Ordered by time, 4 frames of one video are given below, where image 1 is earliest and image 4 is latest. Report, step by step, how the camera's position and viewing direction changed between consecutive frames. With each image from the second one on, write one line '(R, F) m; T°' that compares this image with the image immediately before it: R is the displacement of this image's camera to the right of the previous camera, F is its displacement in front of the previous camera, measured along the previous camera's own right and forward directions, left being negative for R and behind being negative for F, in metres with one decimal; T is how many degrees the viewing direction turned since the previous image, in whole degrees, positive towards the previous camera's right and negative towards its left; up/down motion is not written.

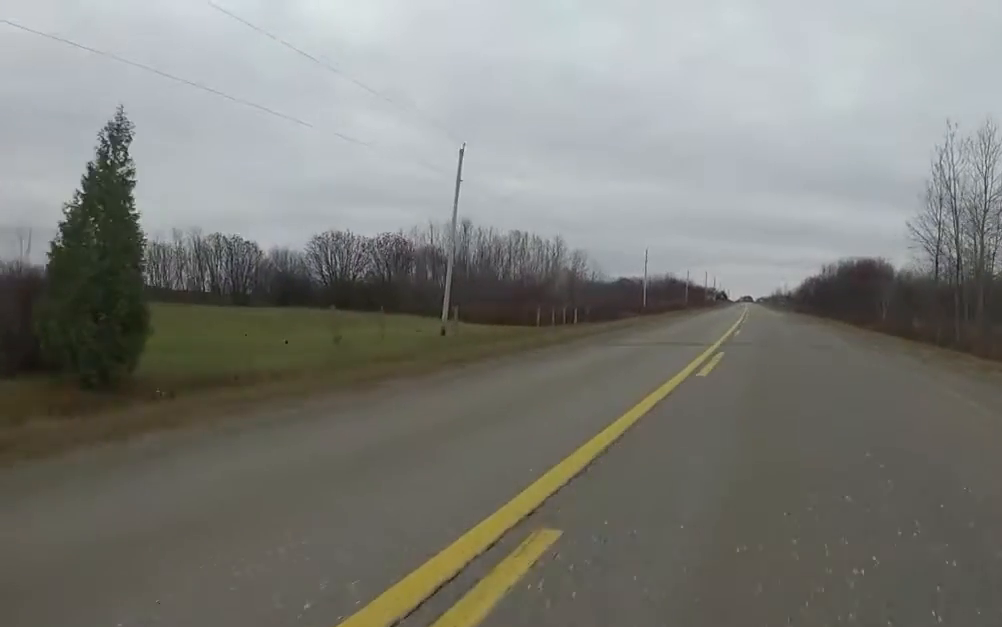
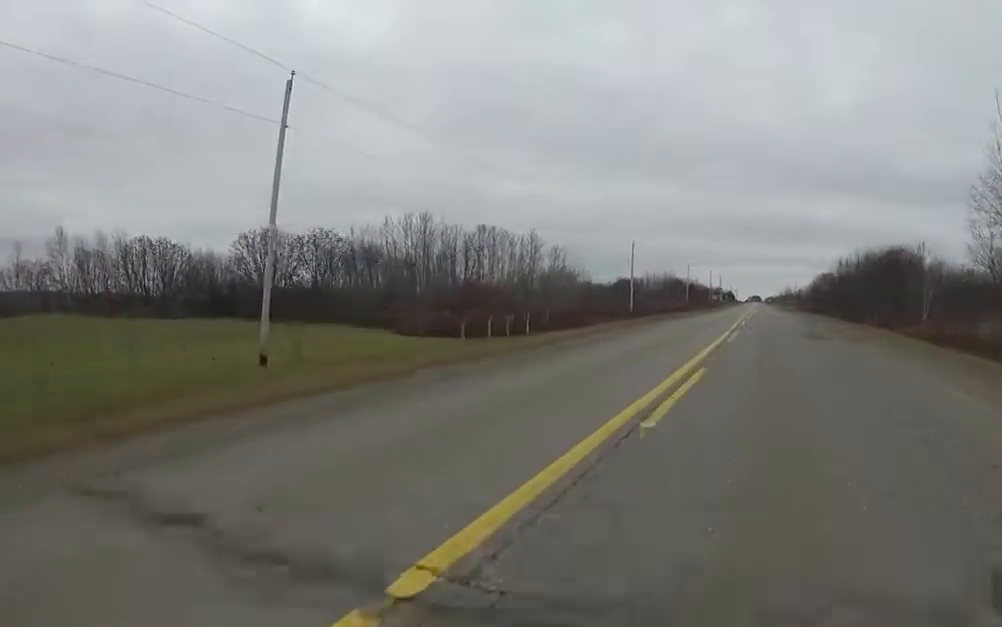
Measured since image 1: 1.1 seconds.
(-0.5, +11.7) m; -2°
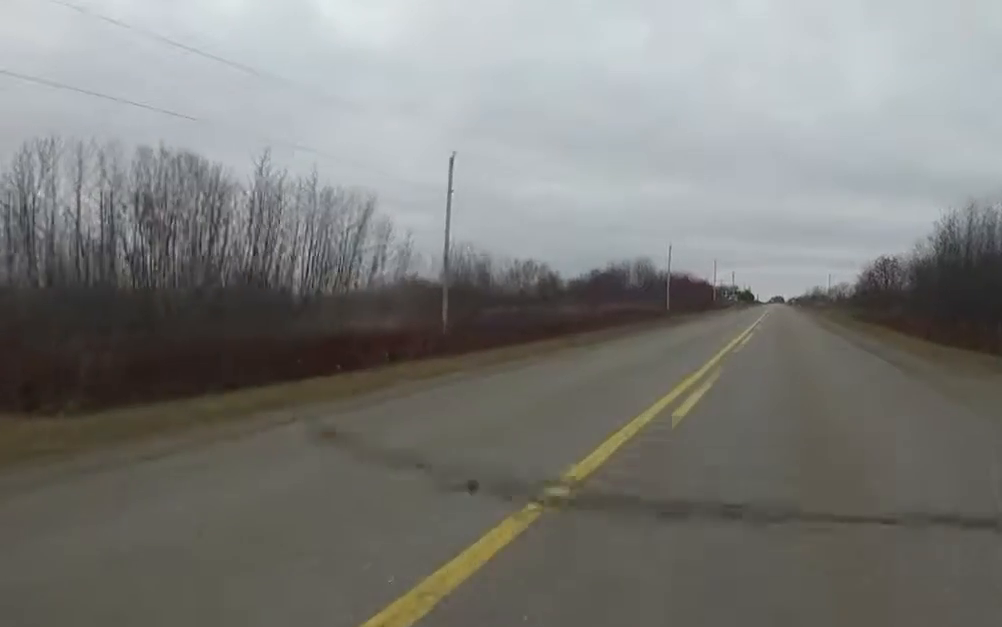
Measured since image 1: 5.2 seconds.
(+1.1, +43.5) m; 0°
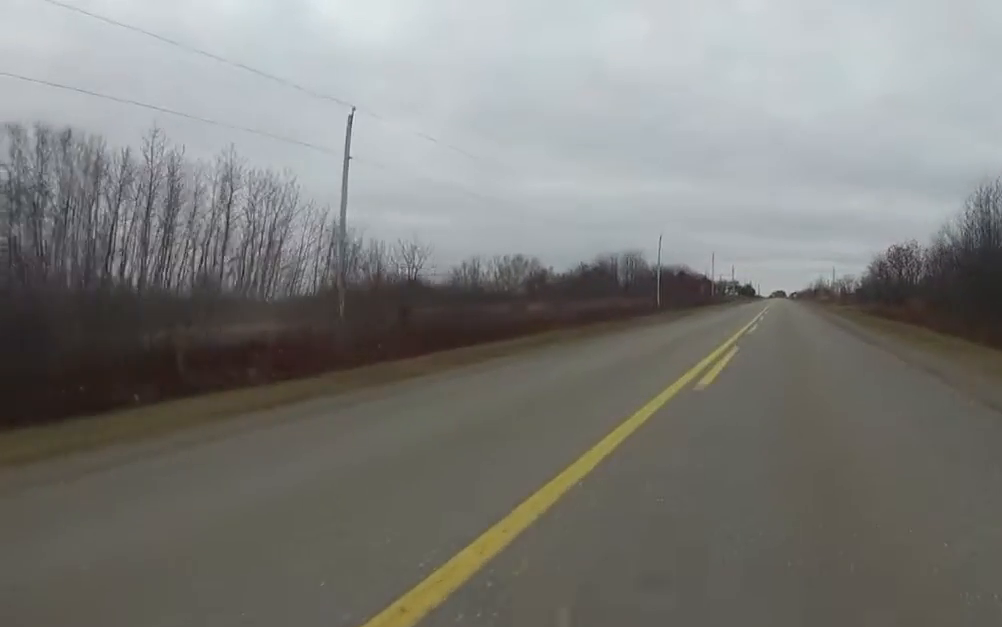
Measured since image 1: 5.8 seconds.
(0.0, +7.1) m; 0°
